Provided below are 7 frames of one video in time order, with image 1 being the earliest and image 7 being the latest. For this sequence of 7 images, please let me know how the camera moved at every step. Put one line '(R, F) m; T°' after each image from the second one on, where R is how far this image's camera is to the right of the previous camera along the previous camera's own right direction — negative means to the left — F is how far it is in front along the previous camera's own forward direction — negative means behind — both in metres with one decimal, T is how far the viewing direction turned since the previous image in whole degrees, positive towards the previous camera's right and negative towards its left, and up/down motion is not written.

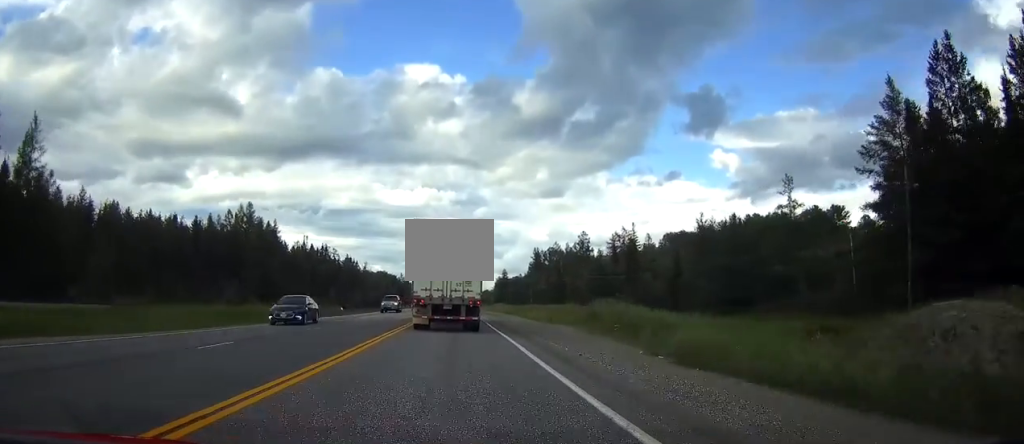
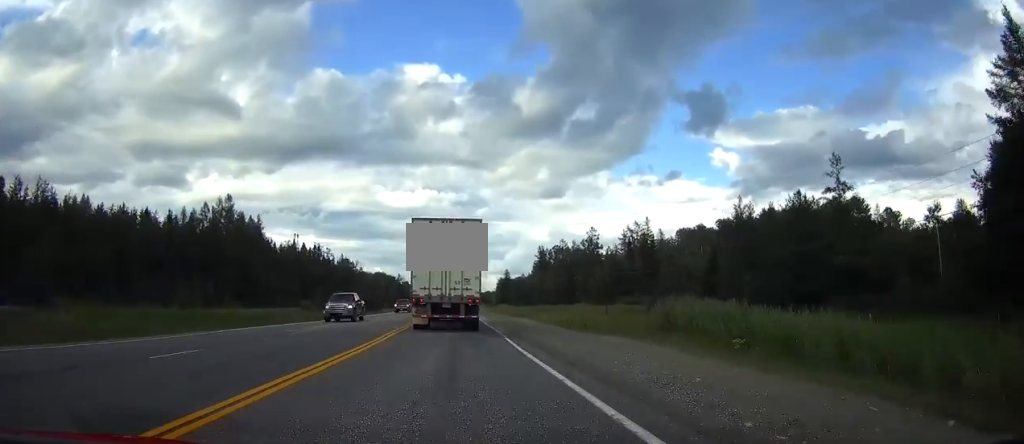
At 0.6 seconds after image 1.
(0.0, +14.2) m; 0°
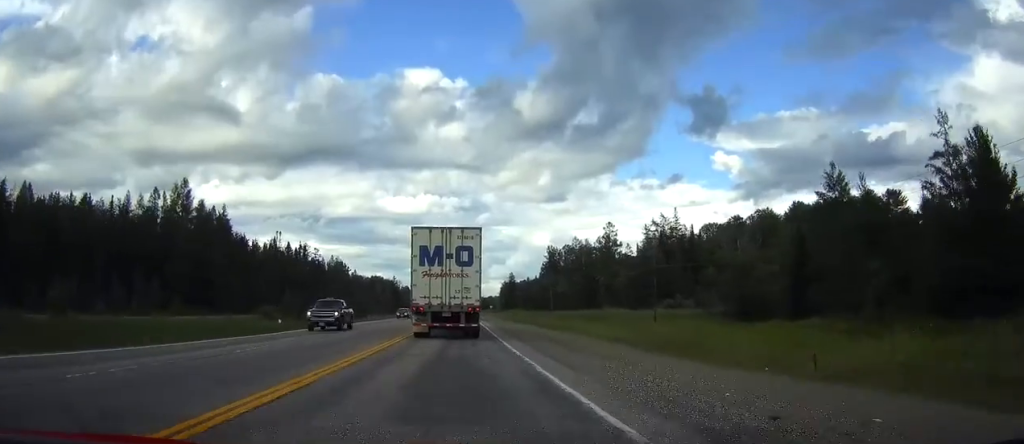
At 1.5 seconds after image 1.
(+0.1, +23.3) m; 0°
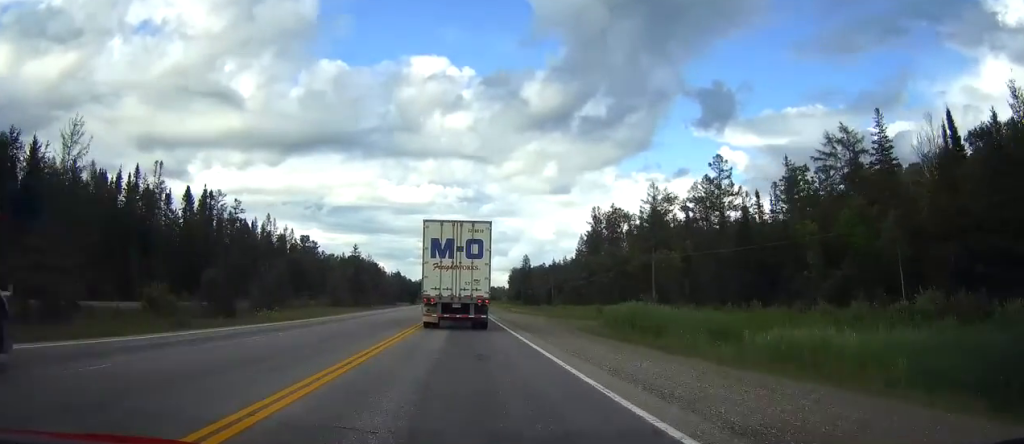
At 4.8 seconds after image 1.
(-1.0, +81.9) m; -1°
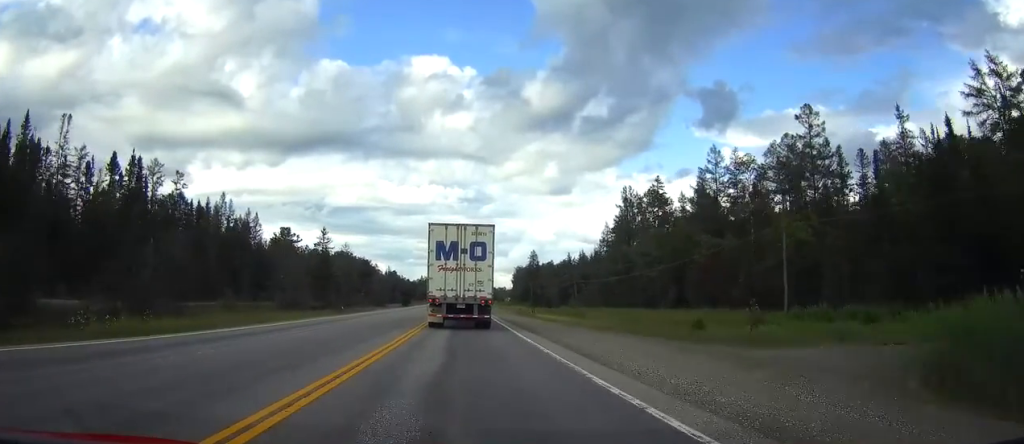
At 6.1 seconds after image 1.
(+0.1, +31.7) m; 0°
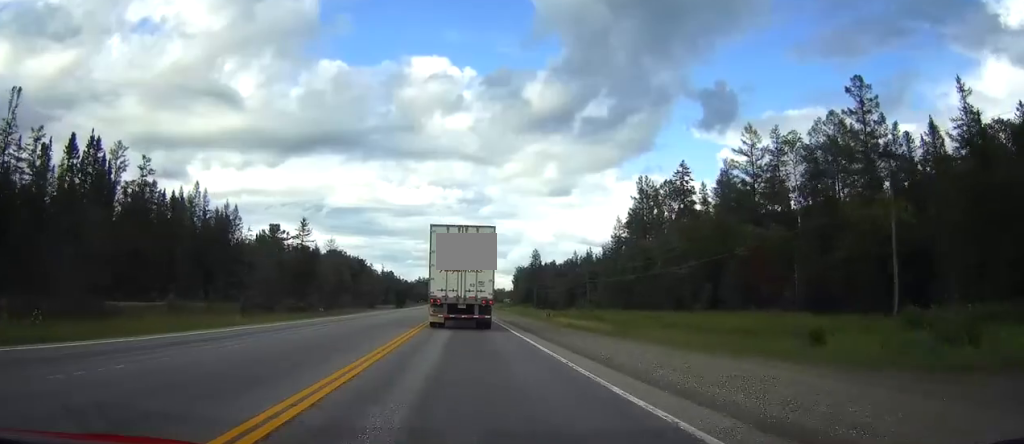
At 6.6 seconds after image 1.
(0.0, +12.9) m; 0°
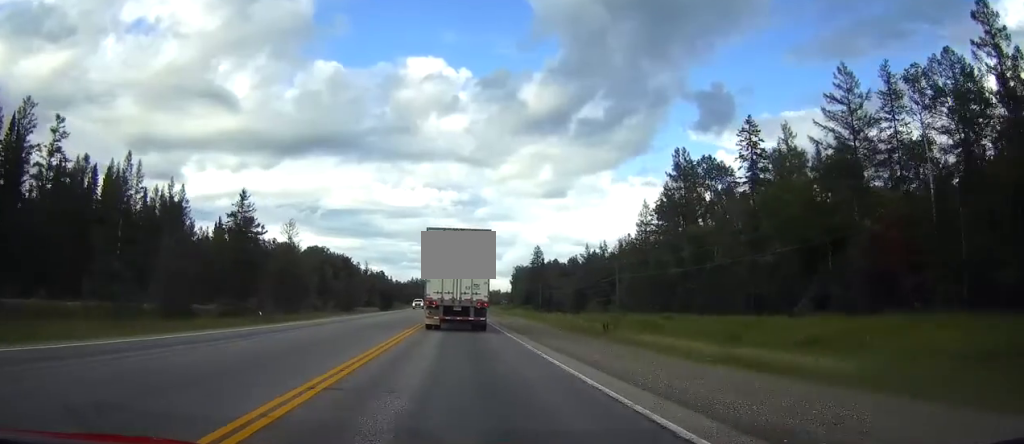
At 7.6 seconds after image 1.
(0.0, +24.3) m; 0°
